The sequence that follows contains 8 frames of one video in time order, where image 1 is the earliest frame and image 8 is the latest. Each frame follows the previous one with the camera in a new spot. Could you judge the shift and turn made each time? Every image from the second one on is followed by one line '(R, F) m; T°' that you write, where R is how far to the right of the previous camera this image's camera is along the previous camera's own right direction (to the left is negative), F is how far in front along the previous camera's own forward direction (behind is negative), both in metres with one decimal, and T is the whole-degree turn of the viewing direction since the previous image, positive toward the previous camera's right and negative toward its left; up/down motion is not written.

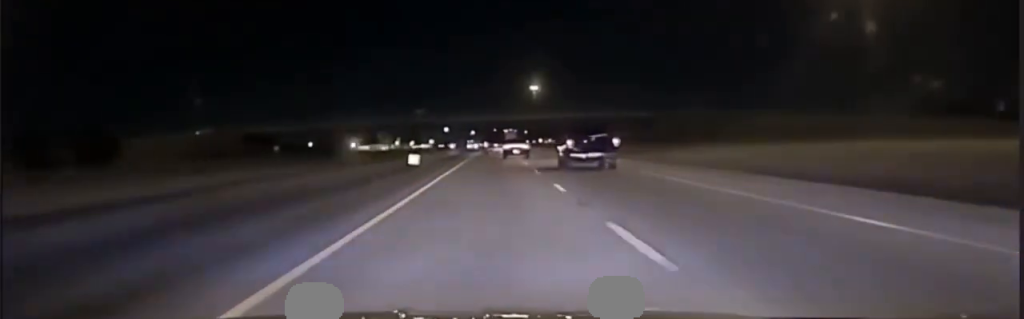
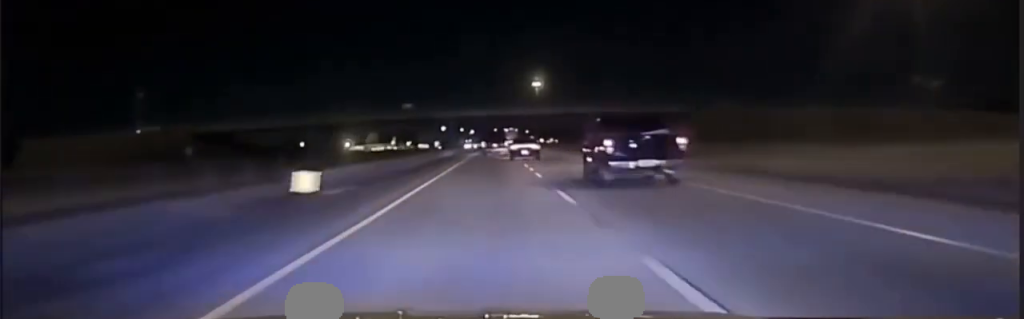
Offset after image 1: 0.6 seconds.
(+0.2, +29.3) m; 0°
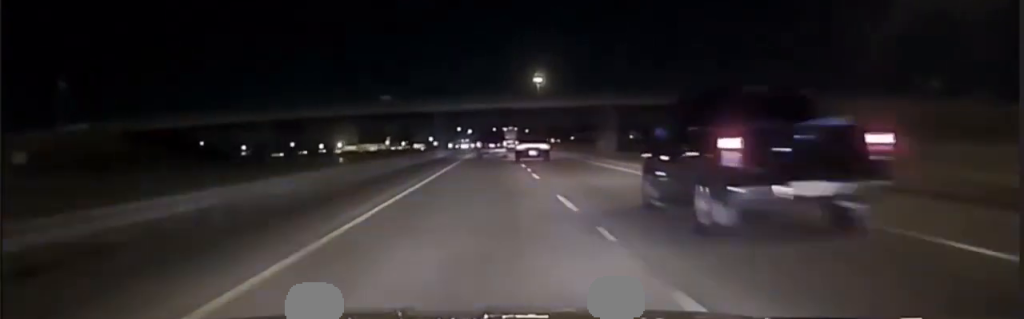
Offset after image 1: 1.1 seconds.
(+0.1, +26.7) m; 0°
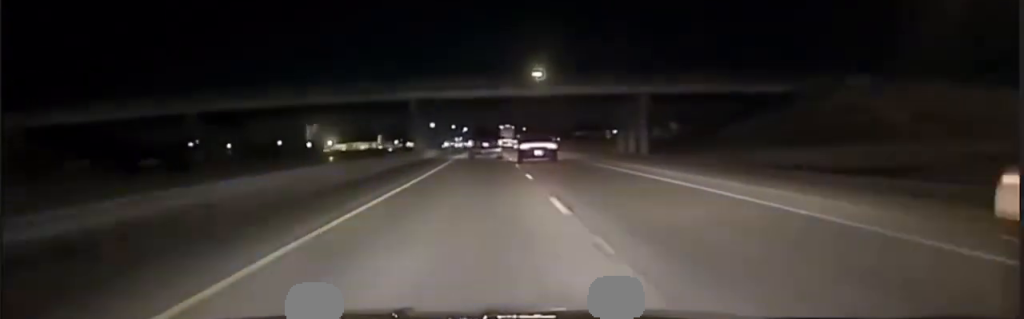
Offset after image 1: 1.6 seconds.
(+0.1, +25.0) m; 0°
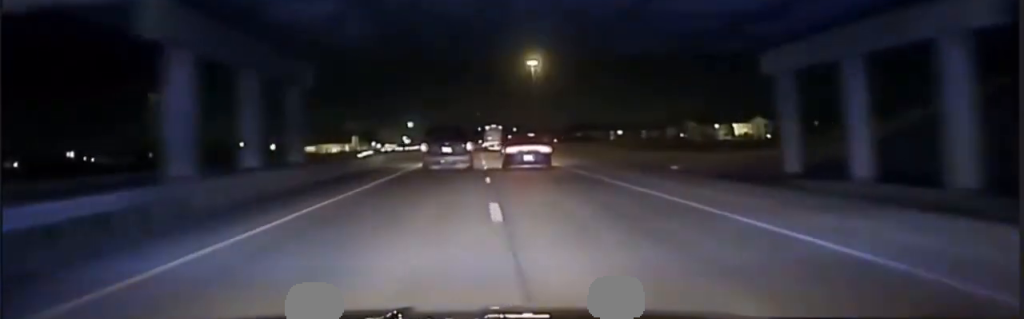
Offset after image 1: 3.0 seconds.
(+0.3, +57.5) m; 0°
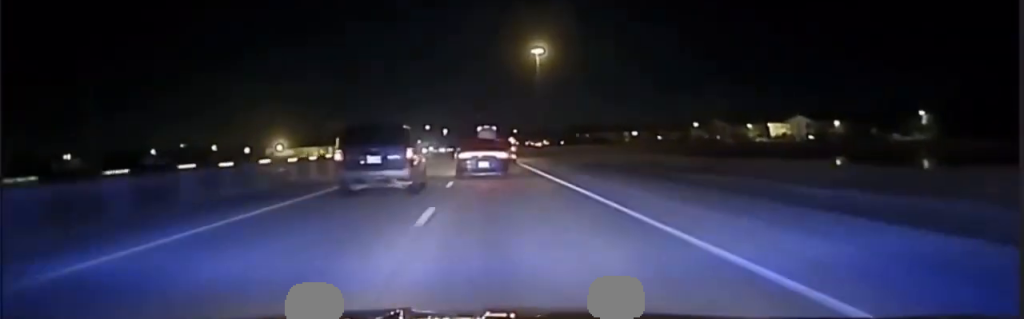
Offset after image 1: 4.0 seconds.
(-0.1, +40.5) m; 0°
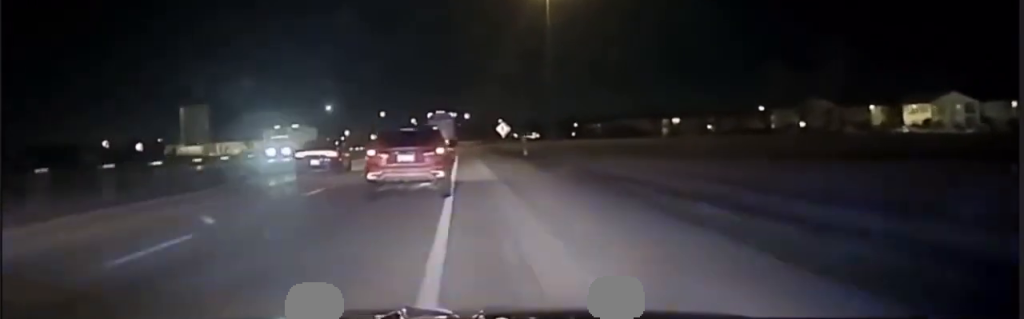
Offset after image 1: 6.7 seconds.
(+1.2, +110.9) m; +1°
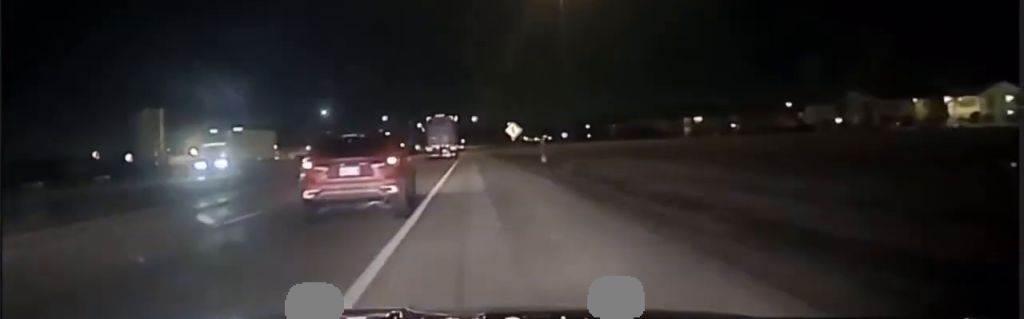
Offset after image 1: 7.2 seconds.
(0.0, +20.7) m; 0°
